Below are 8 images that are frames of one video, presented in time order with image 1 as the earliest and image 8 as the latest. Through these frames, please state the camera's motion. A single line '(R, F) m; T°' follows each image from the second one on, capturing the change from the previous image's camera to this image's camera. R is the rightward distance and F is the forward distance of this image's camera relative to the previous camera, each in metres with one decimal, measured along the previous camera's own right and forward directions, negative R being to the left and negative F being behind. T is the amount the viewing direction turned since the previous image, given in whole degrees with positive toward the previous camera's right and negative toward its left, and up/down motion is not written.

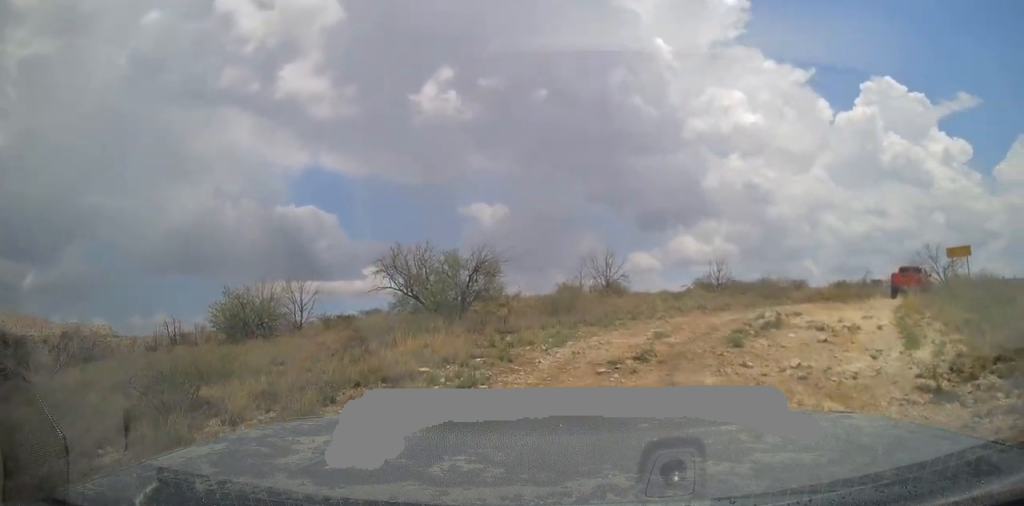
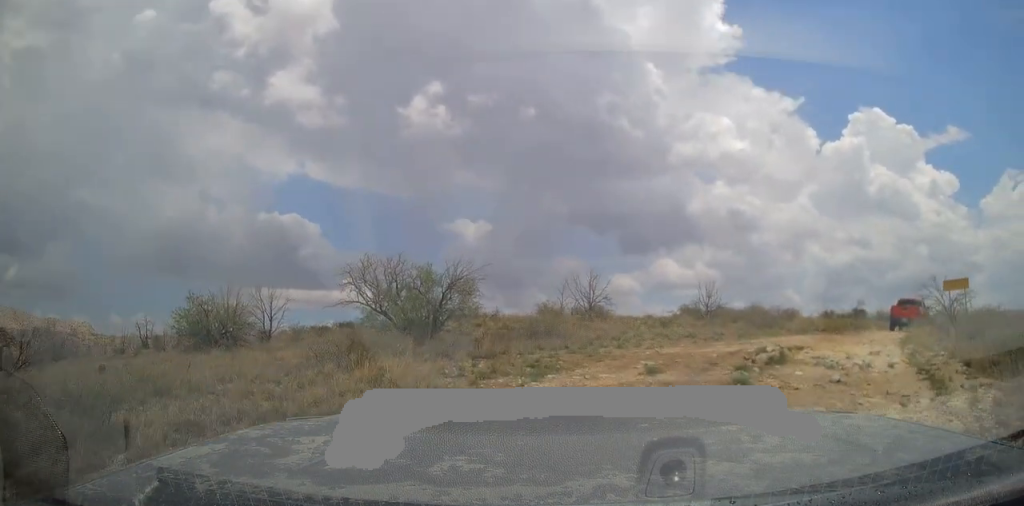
(-0.1, +1.6) m; +3°
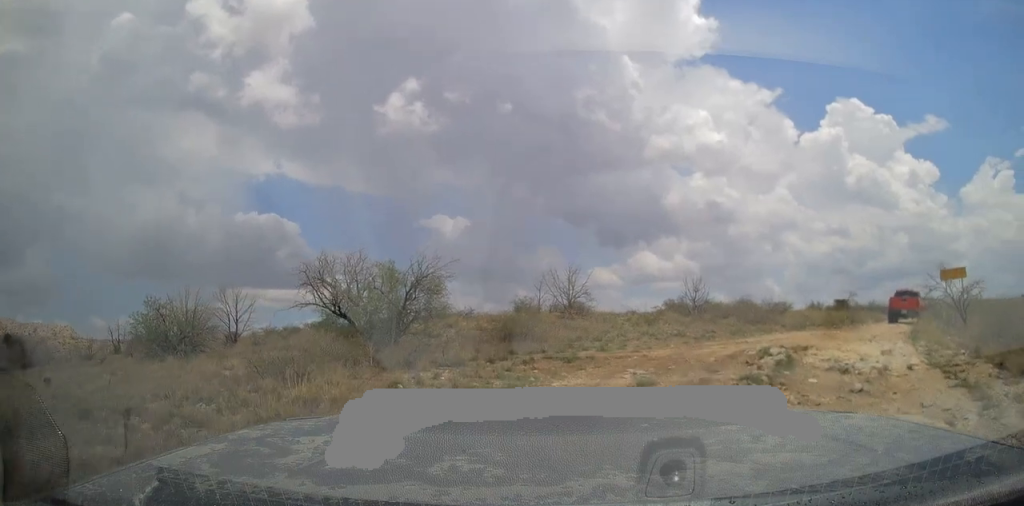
(0.0, +1.7) m; +2°
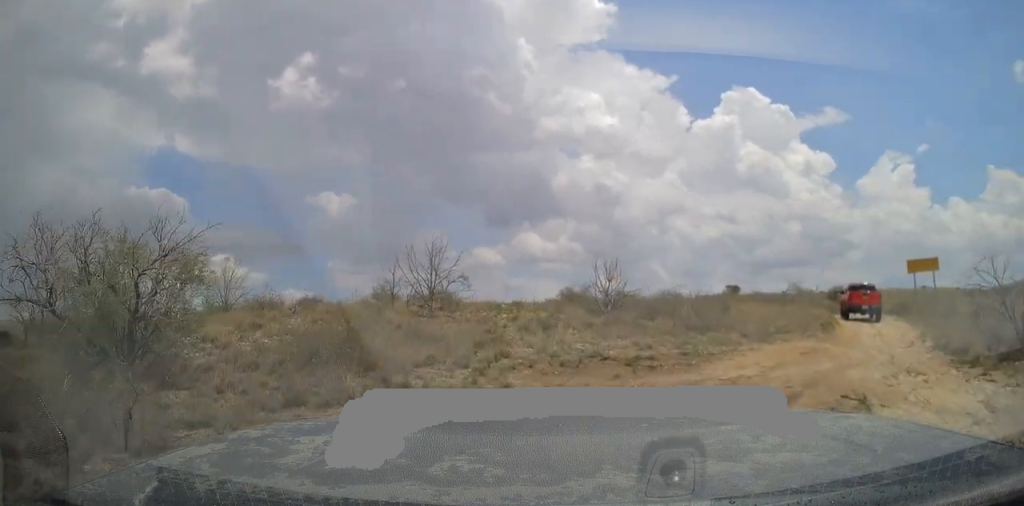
(+0.4, +6.9) m; +9°
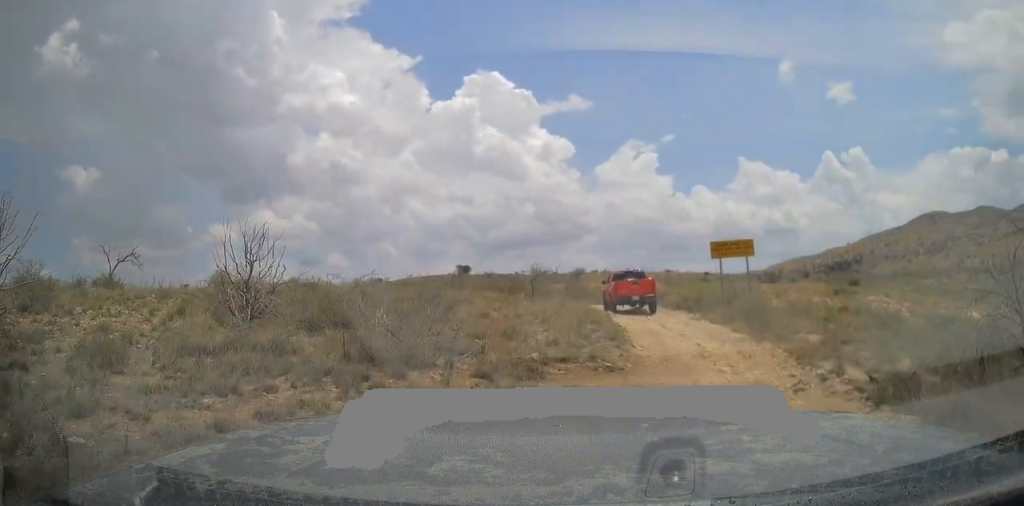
(+1.2, +7.1) m; +17°
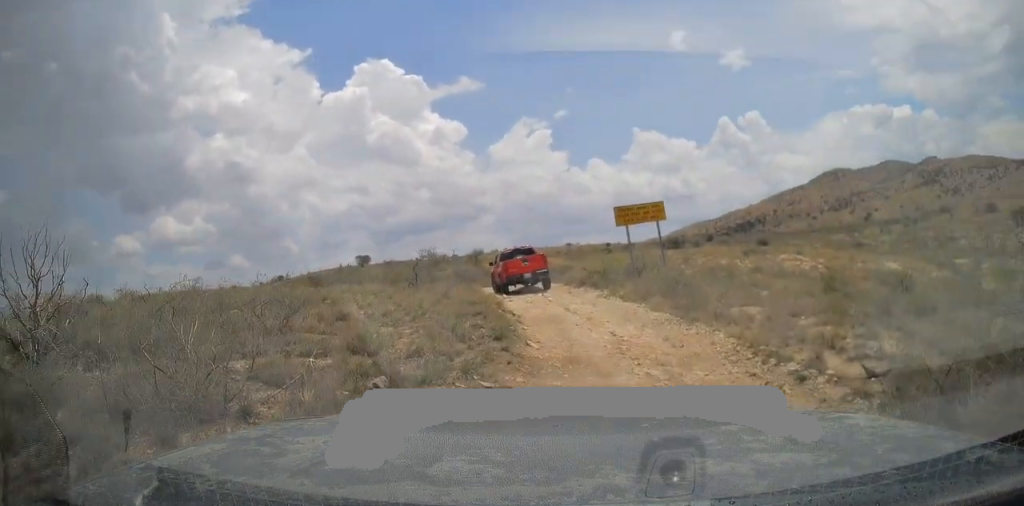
(0.0, +3.1) m; +7°
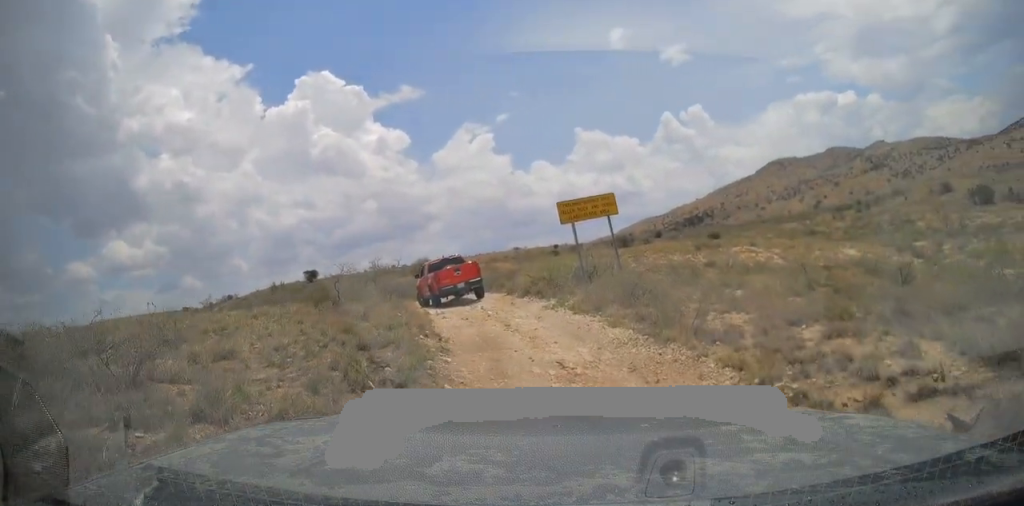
(+0.3, +2.7) m; +5°
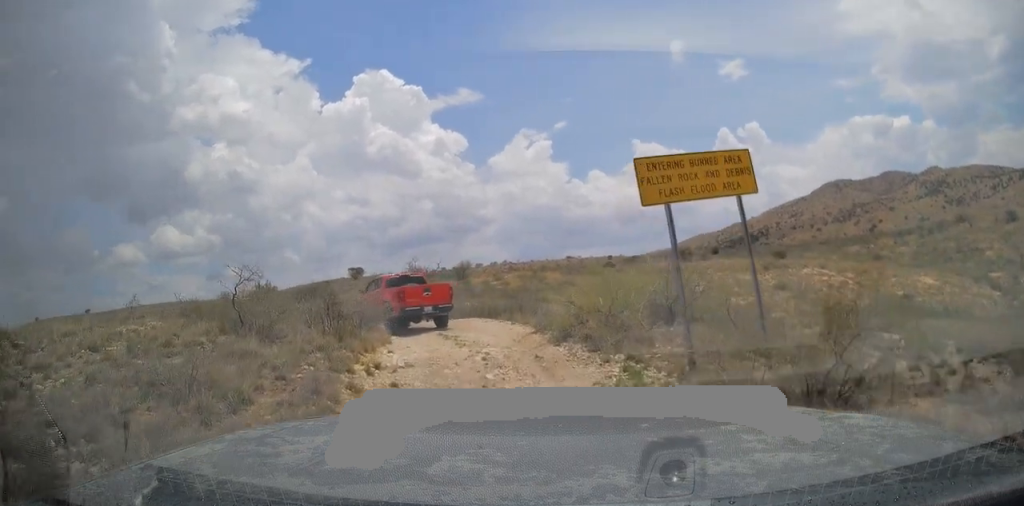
(+0.1, +7.9) m; -3°
